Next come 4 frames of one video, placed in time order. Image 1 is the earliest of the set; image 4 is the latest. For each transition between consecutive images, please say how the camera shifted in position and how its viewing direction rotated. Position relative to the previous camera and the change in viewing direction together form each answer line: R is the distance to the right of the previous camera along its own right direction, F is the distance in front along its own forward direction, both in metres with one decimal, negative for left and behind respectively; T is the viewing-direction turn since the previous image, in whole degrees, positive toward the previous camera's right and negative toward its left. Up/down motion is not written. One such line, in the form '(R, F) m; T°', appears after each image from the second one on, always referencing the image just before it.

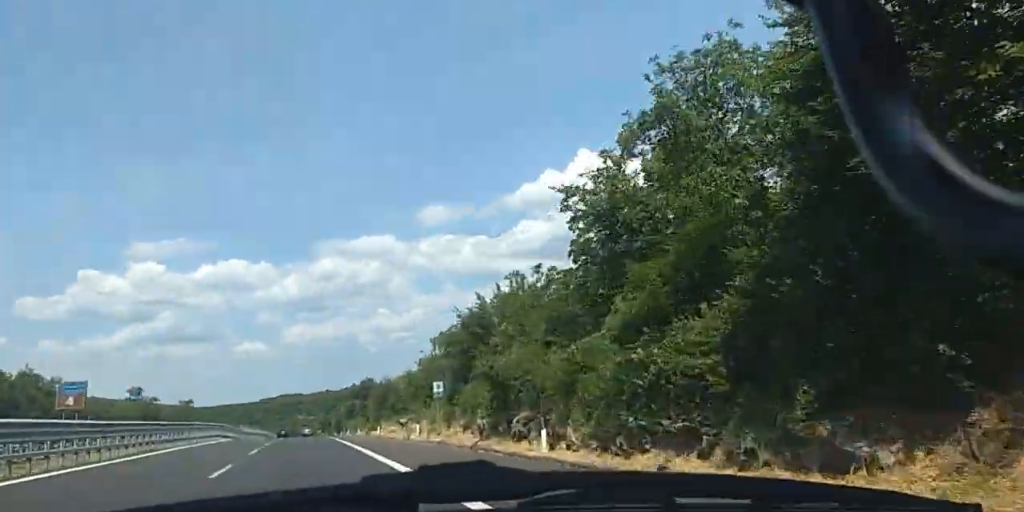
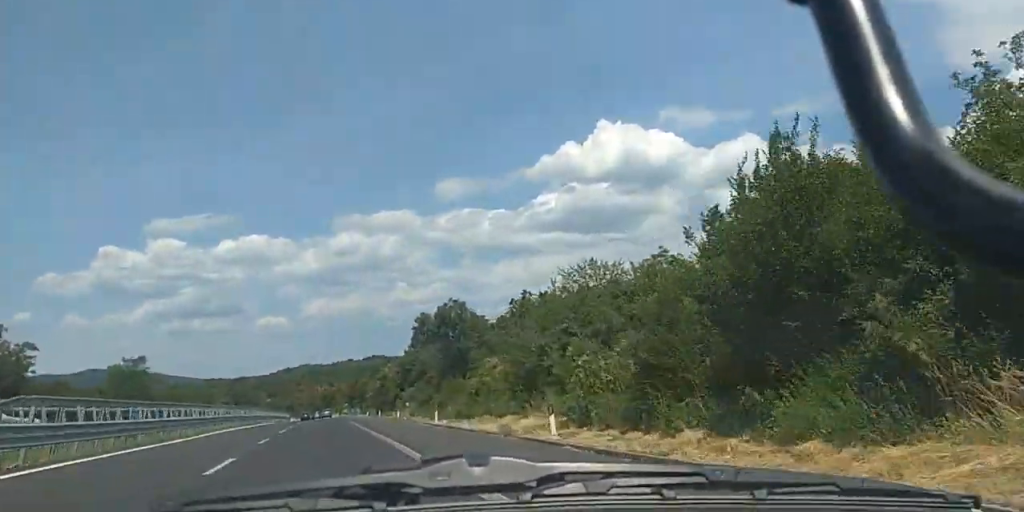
(+0.9, +74.9) m; +1°
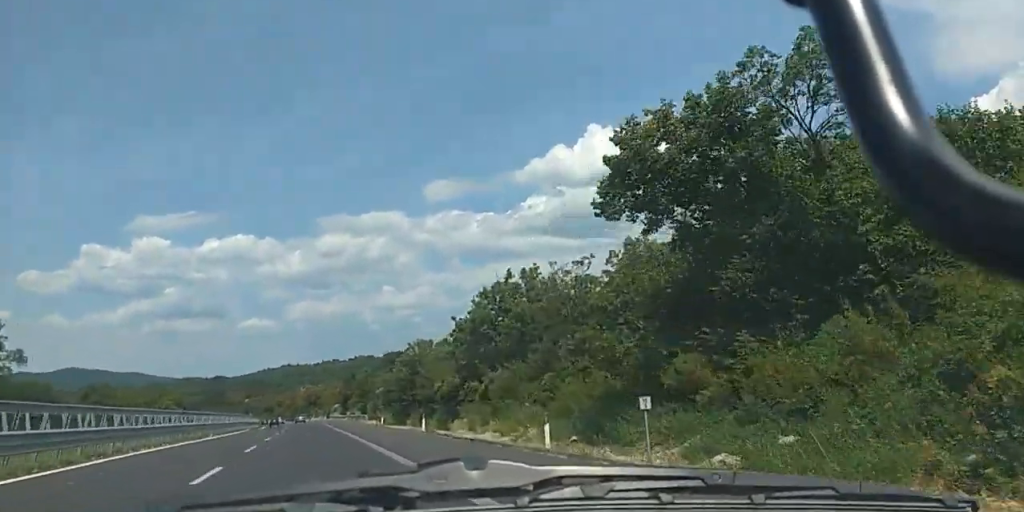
(+0.5, +49.1) m; 0°
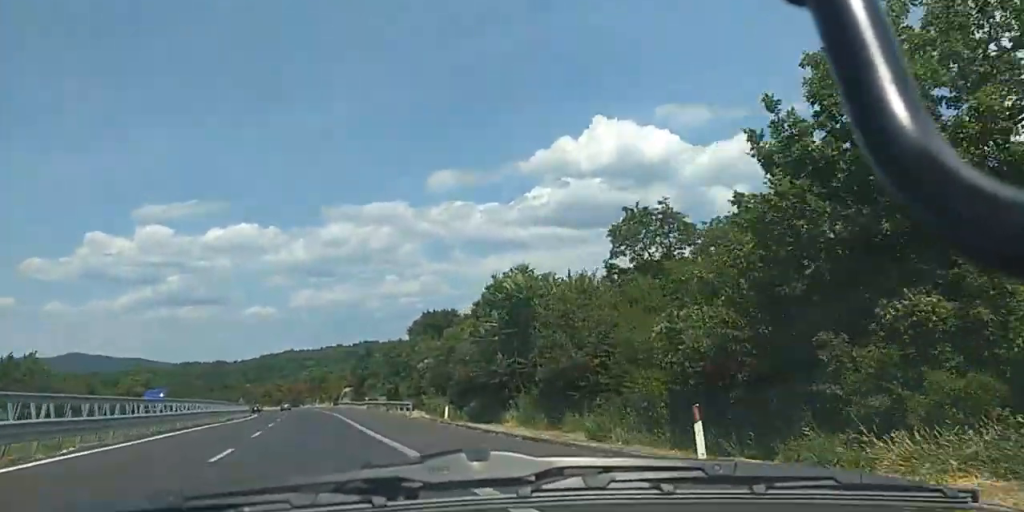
(-0.2, +34.5) m; +2°
